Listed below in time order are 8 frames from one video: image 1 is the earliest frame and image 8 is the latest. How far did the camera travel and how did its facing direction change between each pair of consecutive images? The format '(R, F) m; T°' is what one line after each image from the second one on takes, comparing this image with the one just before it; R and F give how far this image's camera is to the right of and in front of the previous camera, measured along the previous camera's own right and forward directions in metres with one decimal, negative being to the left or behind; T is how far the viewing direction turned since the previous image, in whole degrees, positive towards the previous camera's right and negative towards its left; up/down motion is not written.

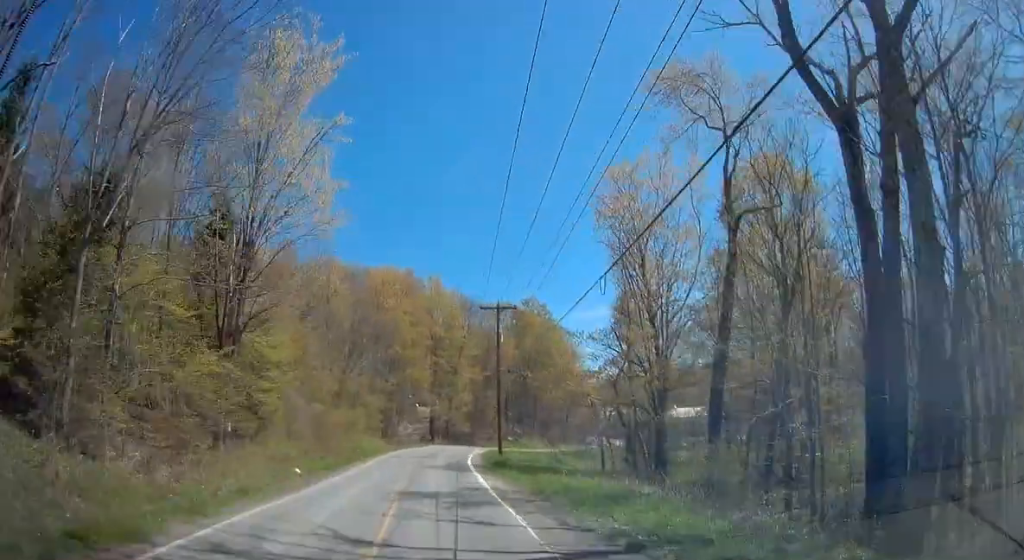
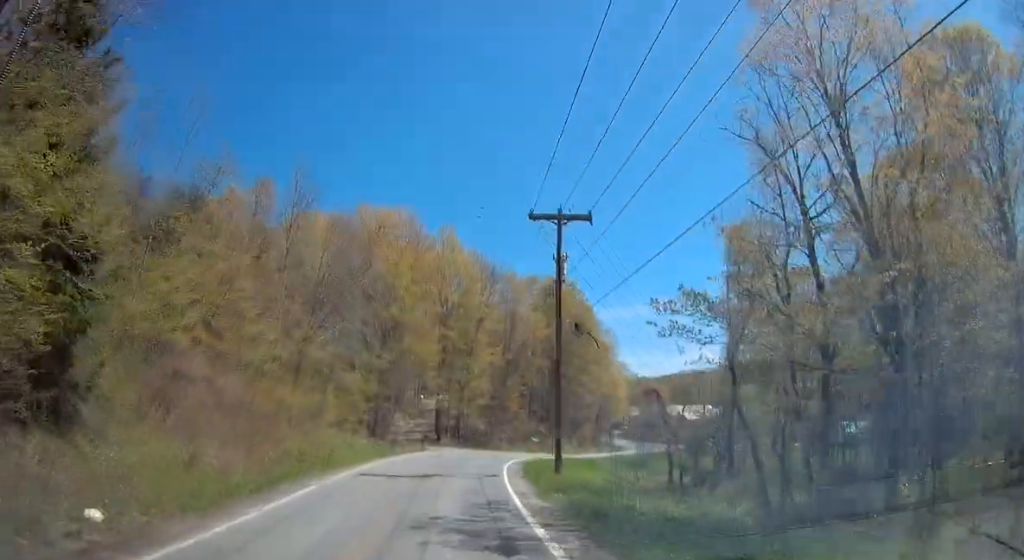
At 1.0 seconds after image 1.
(-0.3, +18.1) m; -2°
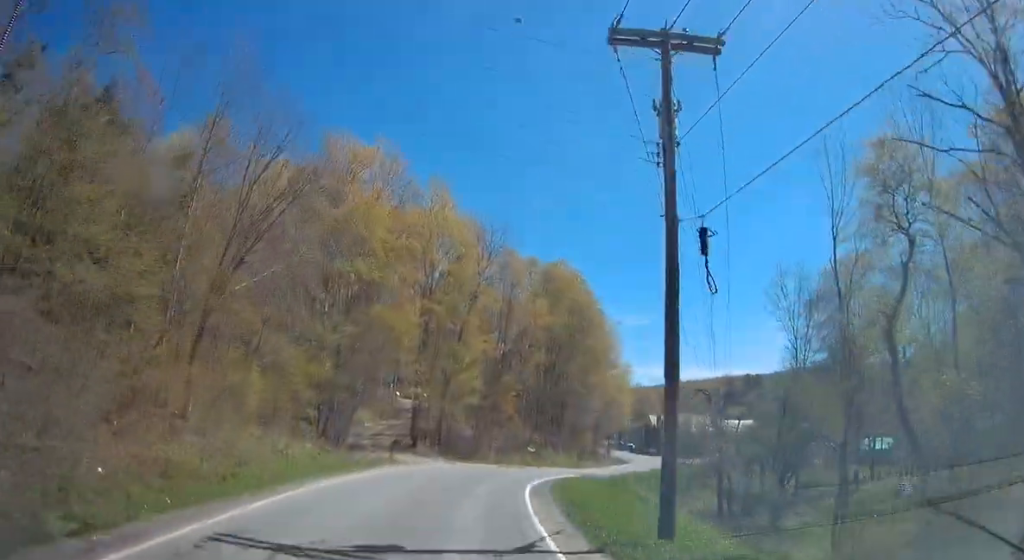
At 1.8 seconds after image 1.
(-0.4, +12.7) m; 0°
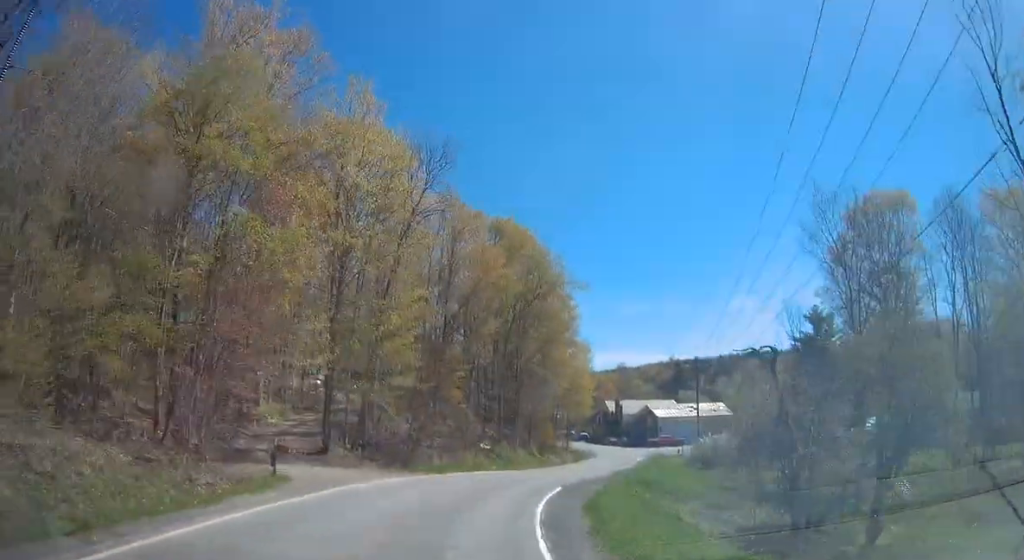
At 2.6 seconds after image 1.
(+0.5, +14.2) m; +5°
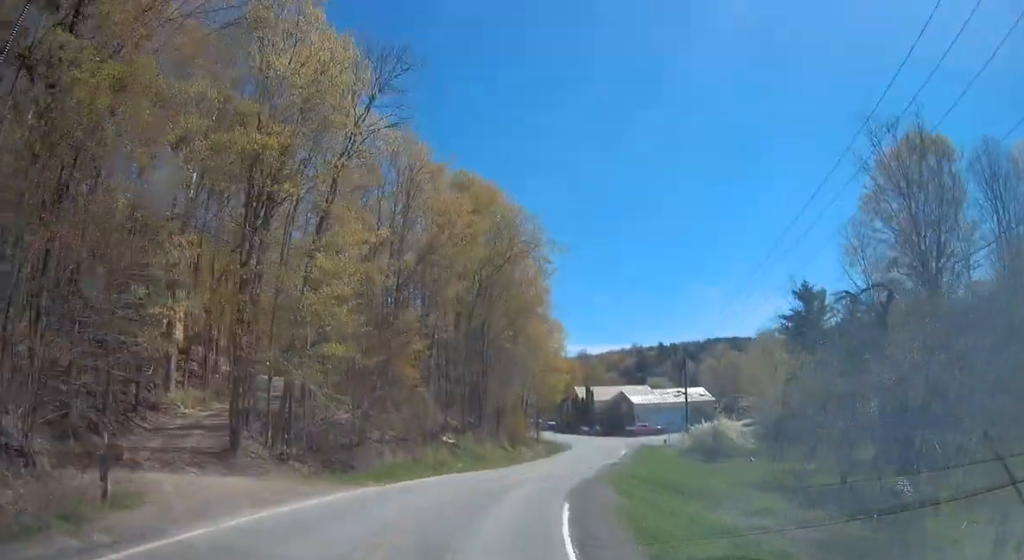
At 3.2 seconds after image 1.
(+0.4, +9.4) m; +5°
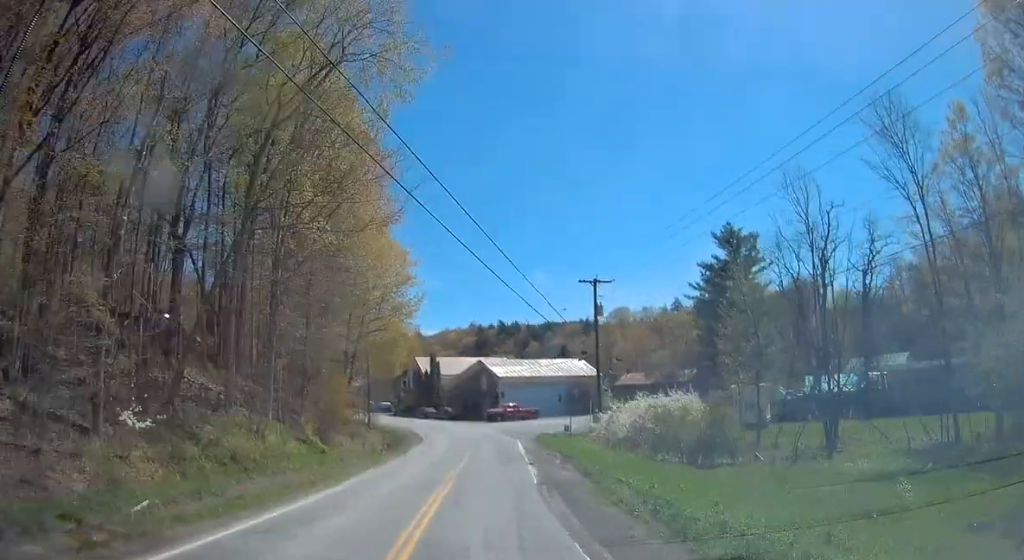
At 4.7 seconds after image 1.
(+2.9, +24.9) m; +13°
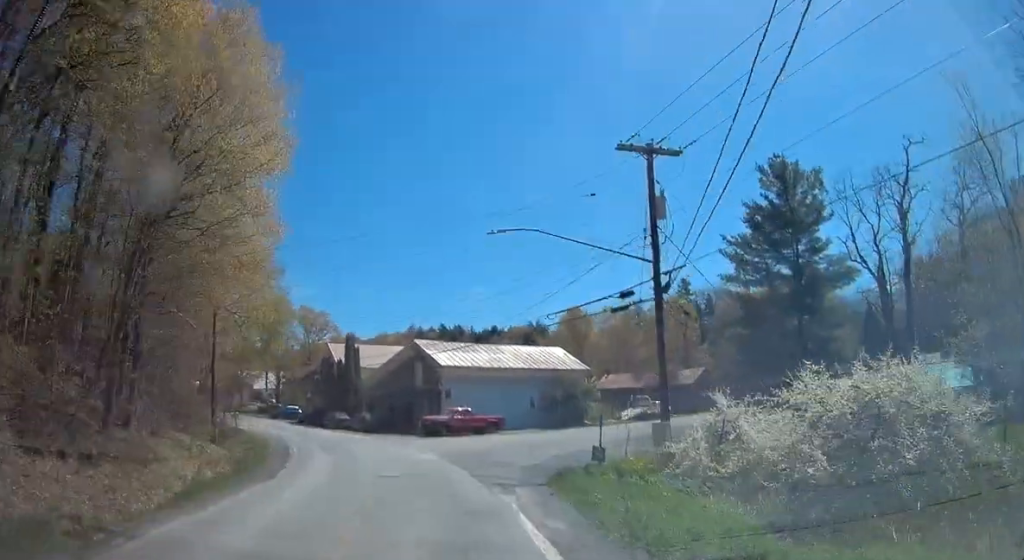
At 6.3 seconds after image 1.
(+2.0, +24.9) m; +6°
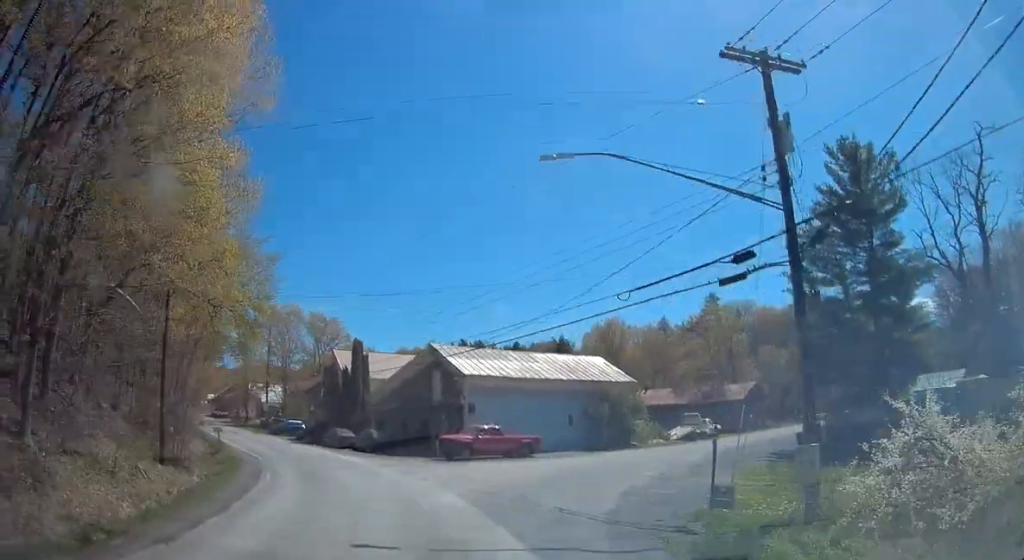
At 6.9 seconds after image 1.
(+0.1, +8.1) m; 0°
